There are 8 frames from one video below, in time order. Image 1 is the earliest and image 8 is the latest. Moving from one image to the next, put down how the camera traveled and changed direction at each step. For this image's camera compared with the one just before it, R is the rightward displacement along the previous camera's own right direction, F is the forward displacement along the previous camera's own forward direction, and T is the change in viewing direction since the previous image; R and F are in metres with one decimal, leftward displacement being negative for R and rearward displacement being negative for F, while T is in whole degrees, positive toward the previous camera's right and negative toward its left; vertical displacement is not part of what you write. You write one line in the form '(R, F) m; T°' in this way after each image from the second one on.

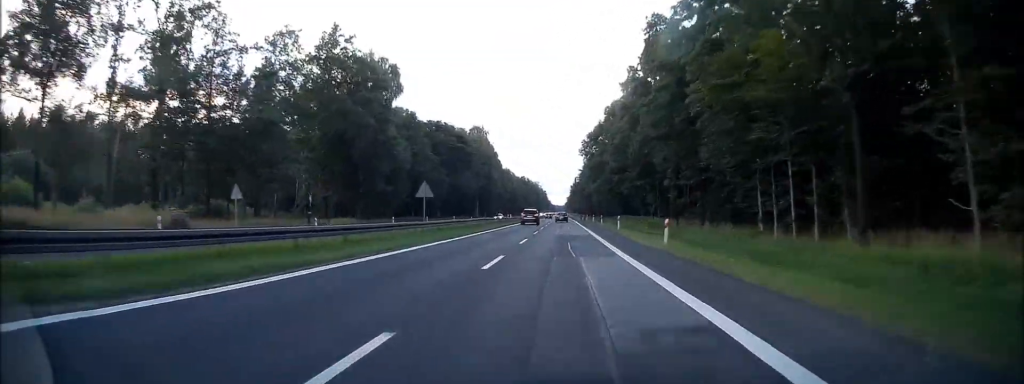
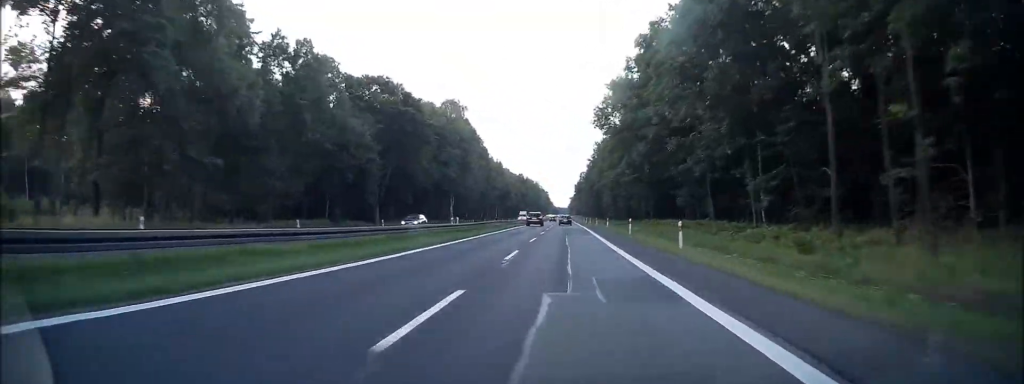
(-0.1, +43.4) m; 0°
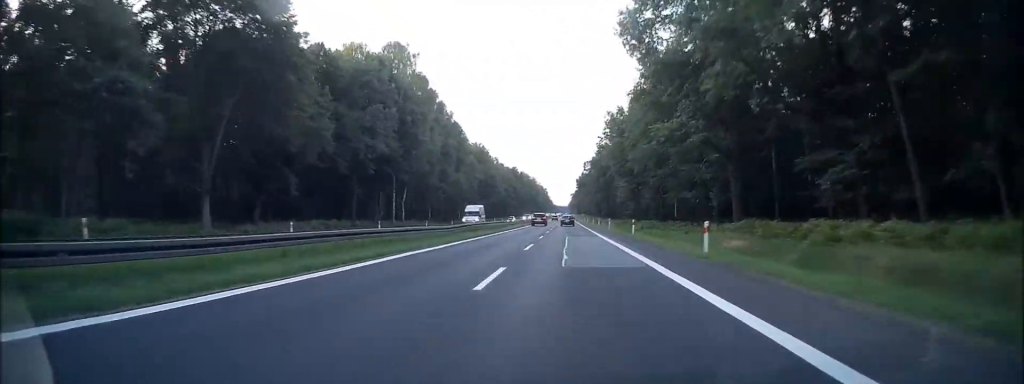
(+0.2, +42.2) m; 0°
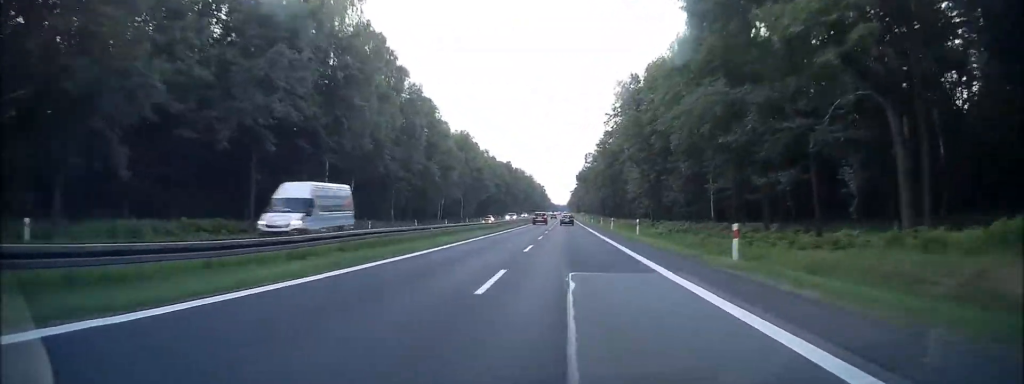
(-0.1, +23.7) m; 0°
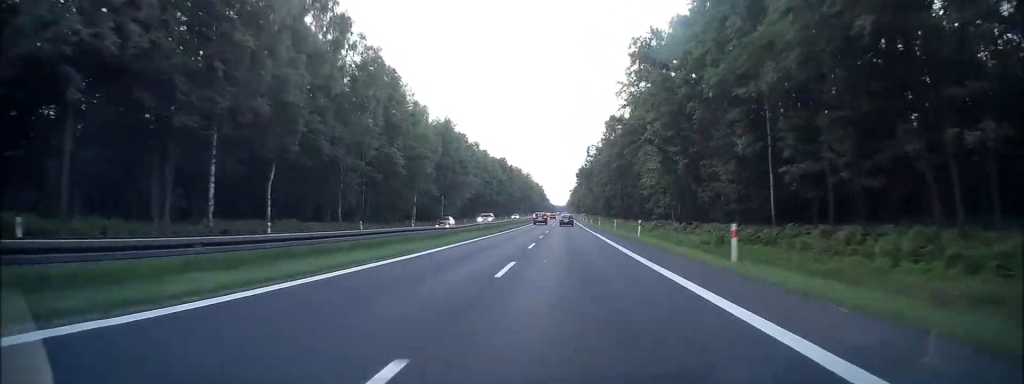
(0.0, +20.6) m; 0°
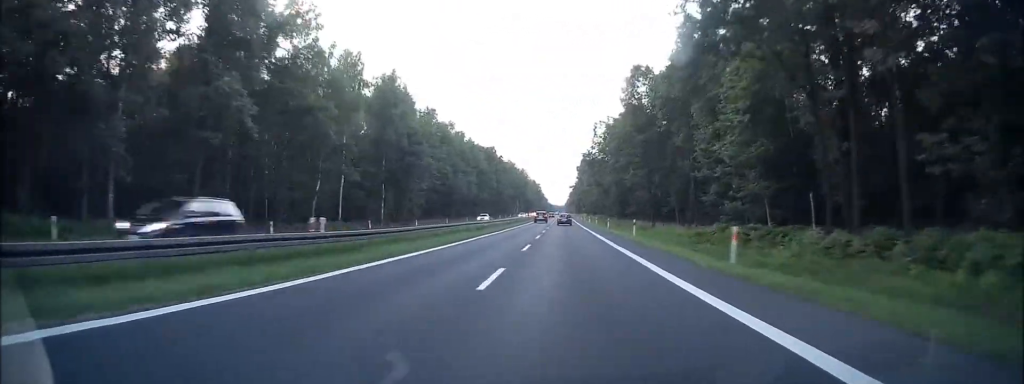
(0.0, +37.3) m; 0°
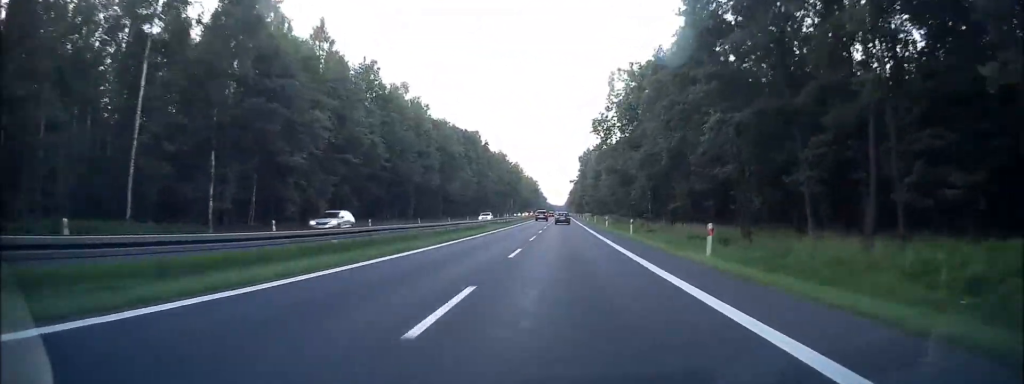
(0.0, +39.5) m; 0°
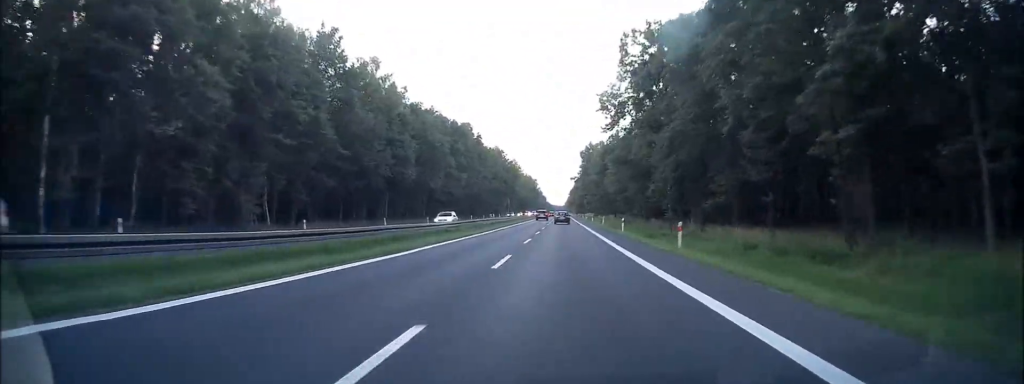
(0.0, +15.6) m; 0°
